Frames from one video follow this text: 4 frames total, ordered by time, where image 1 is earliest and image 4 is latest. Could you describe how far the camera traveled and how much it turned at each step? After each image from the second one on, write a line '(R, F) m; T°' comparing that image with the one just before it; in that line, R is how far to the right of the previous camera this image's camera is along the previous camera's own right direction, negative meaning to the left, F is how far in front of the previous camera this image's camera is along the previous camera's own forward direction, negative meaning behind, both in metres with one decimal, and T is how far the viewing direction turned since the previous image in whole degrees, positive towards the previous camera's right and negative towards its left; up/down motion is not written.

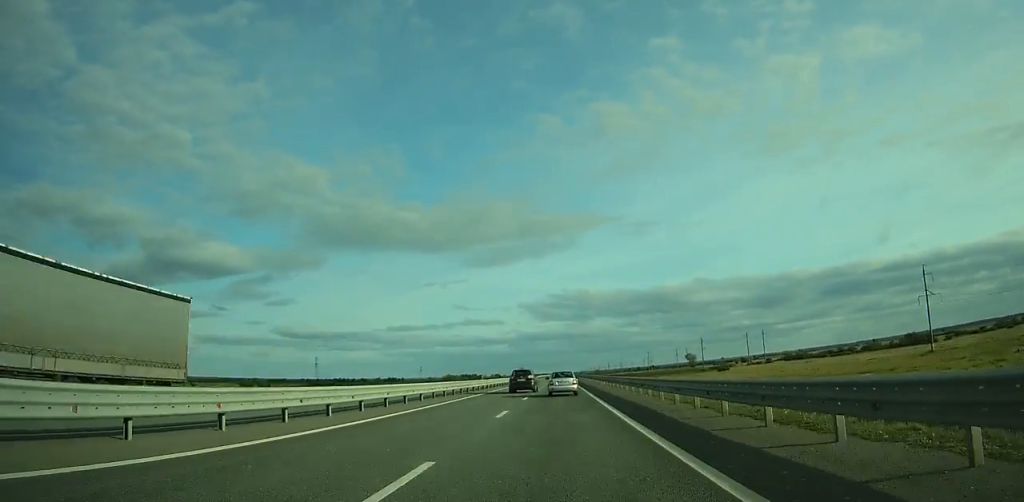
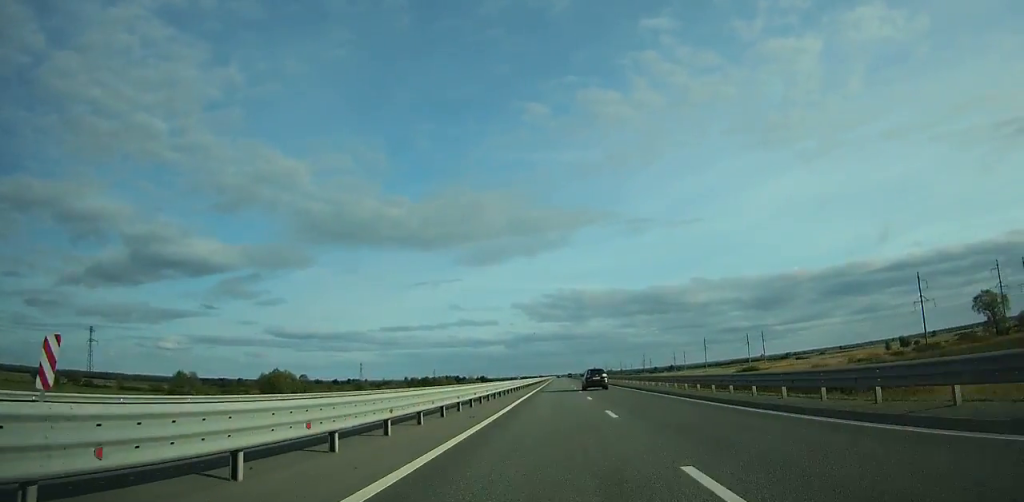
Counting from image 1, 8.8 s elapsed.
(-1.9, +254.4) m; 0°
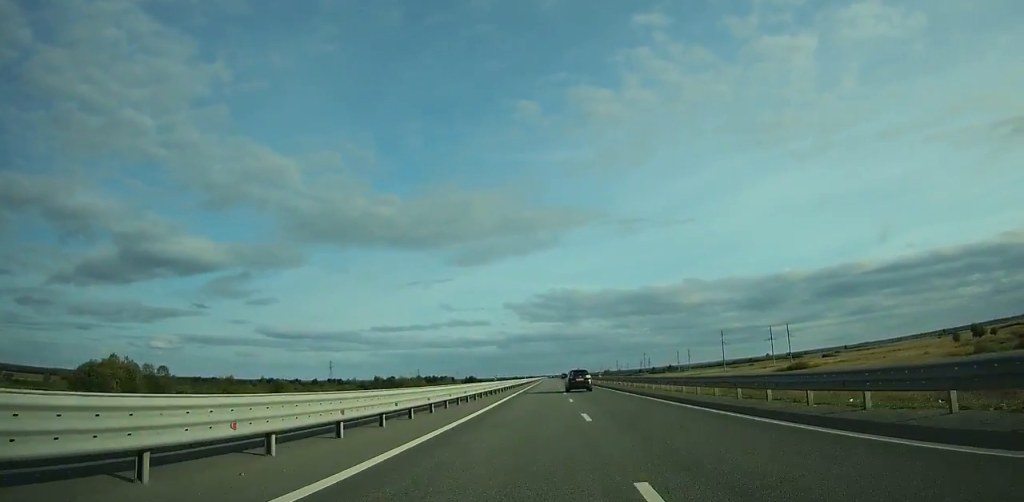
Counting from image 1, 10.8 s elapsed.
(+0.4, +58.8) m; +1°
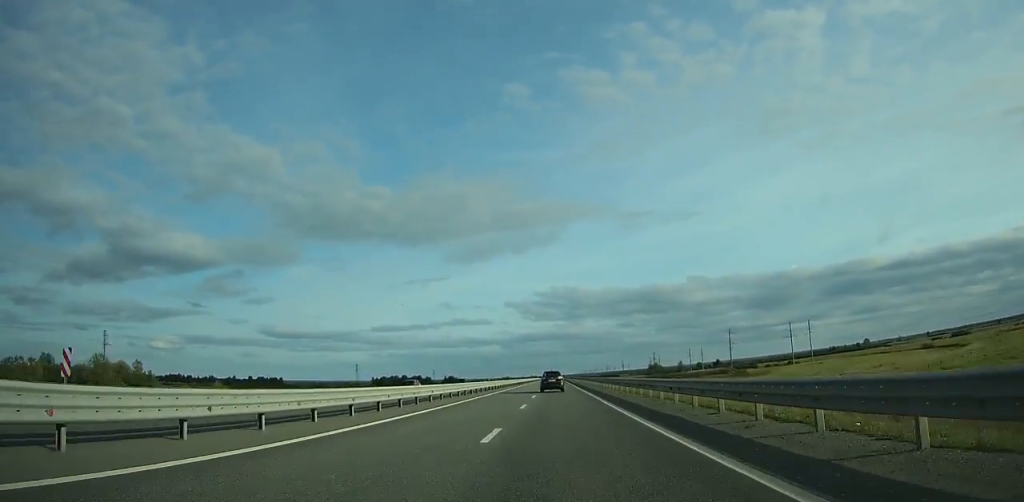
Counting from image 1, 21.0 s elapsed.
(+0.6, +296.5) m; 0°
